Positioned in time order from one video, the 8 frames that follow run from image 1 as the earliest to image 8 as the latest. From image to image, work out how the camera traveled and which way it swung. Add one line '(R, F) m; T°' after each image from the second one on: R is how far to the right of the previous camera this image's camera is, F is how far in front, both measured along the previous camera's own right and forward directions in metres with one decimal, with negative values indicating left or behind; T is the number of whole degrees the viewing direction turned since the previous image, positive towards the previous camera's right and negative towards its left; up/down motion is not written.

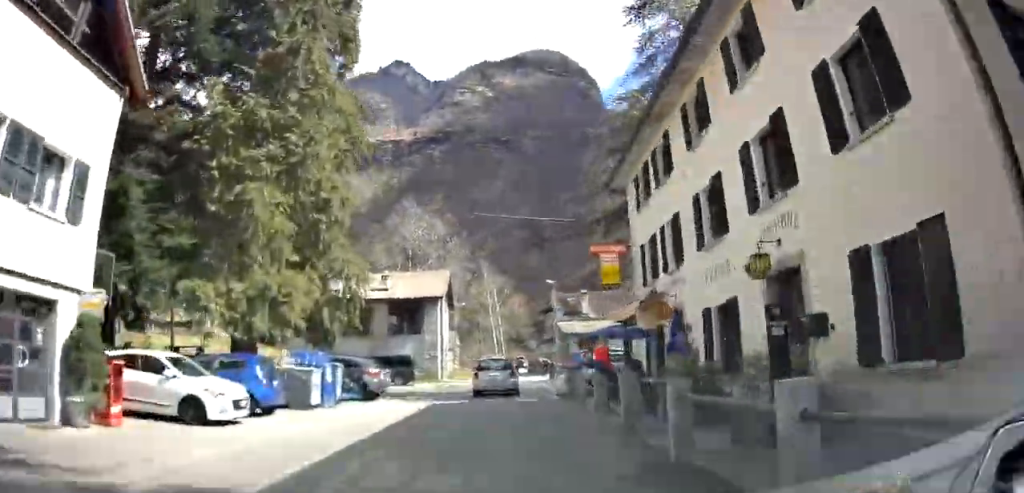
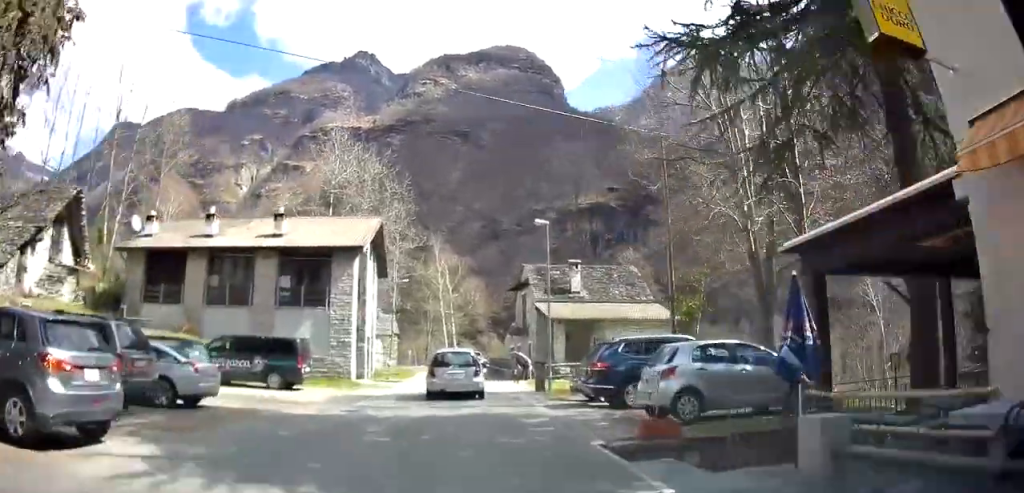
(+0.7, +17.2) m; +1°
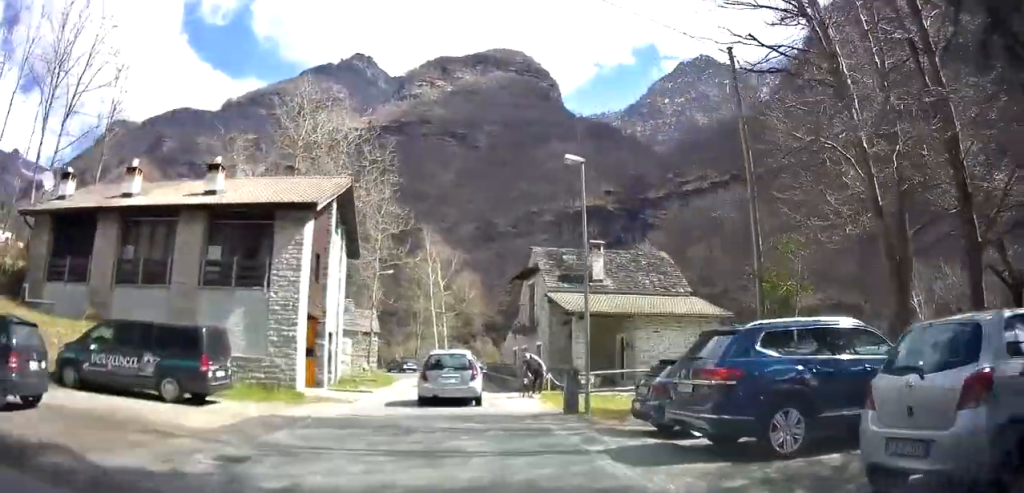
(-0.5, +9.4) m; 0°
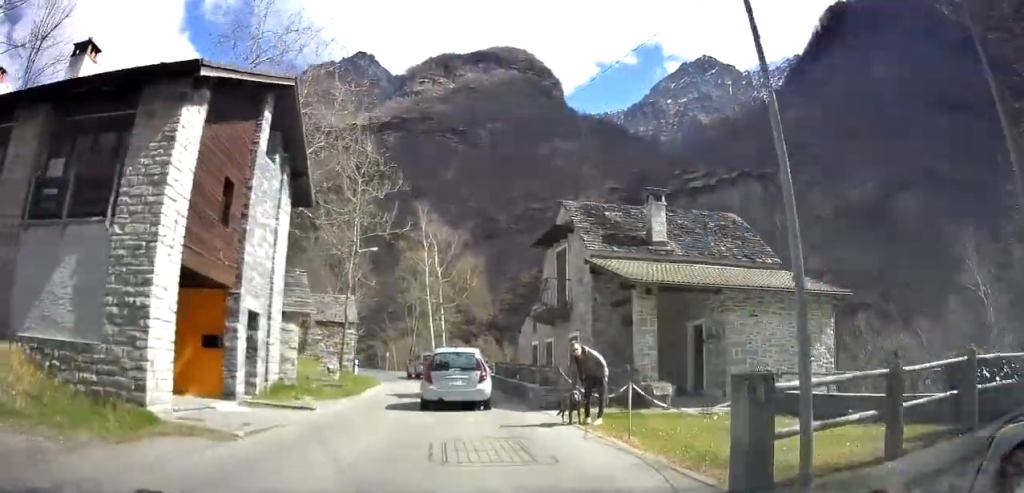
(+0.6, +10.9) m; +3°
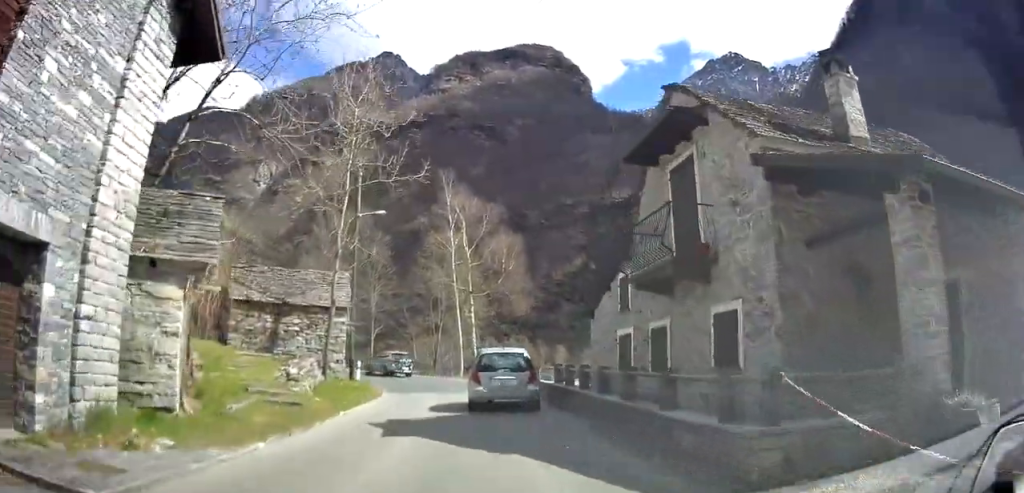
(-0.2, +11.6) m; -2°
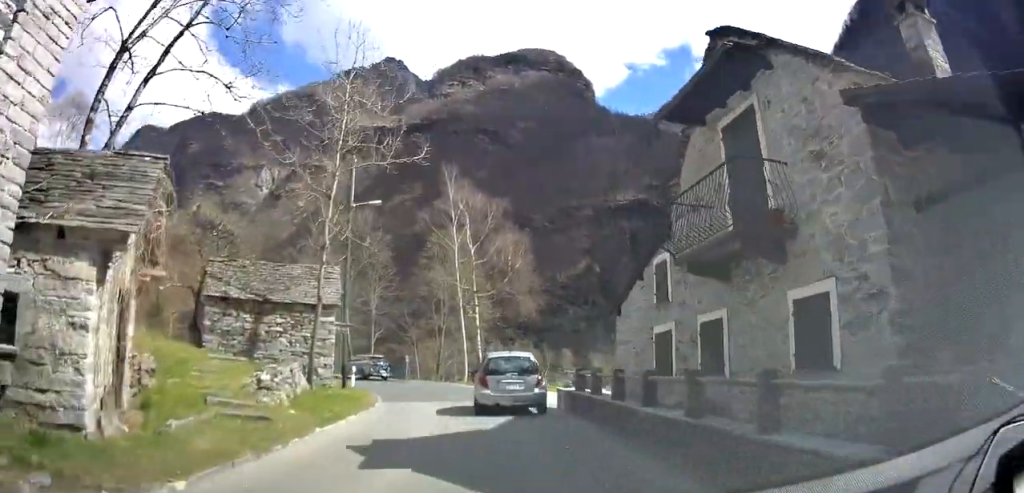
(-0.1, +3.3) m; -1°
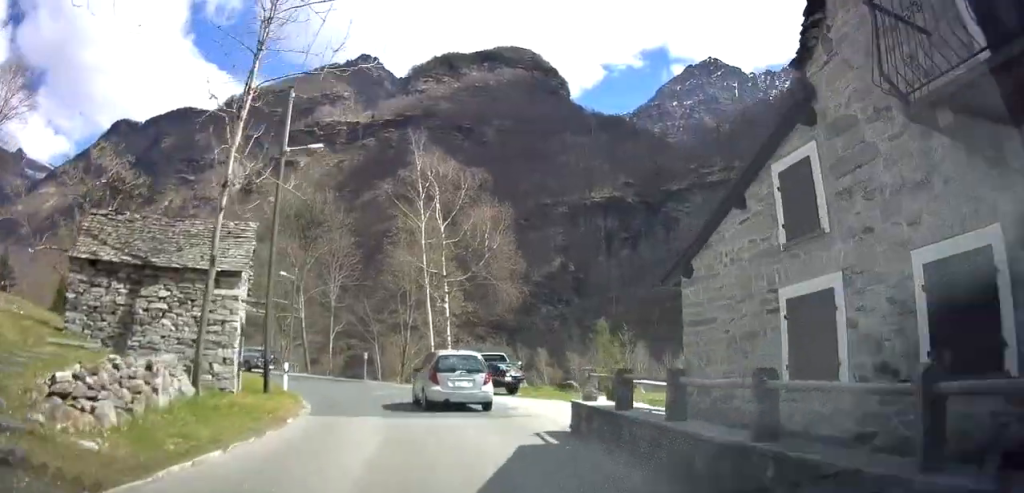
(-0.1, +7.2) m; -1°
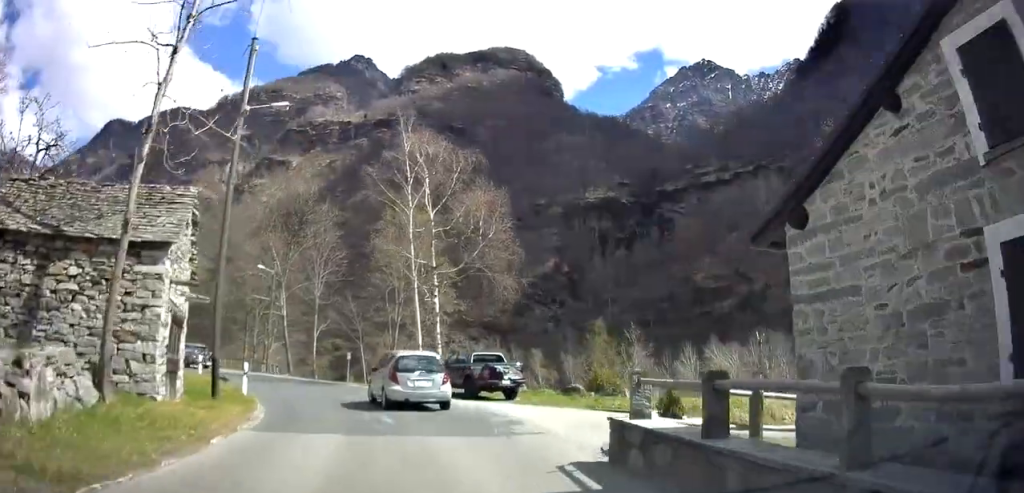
(0.0, +4.0) m; 0°
